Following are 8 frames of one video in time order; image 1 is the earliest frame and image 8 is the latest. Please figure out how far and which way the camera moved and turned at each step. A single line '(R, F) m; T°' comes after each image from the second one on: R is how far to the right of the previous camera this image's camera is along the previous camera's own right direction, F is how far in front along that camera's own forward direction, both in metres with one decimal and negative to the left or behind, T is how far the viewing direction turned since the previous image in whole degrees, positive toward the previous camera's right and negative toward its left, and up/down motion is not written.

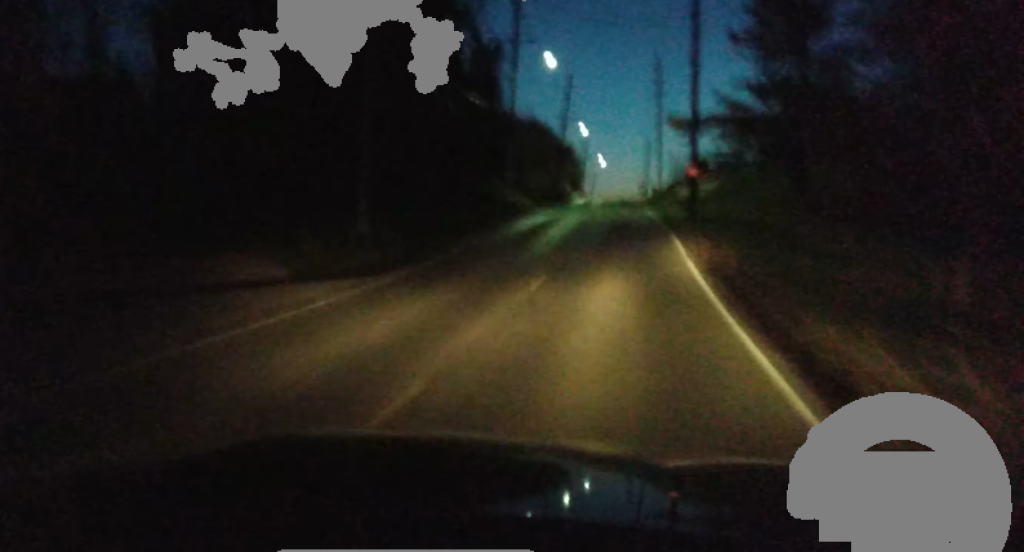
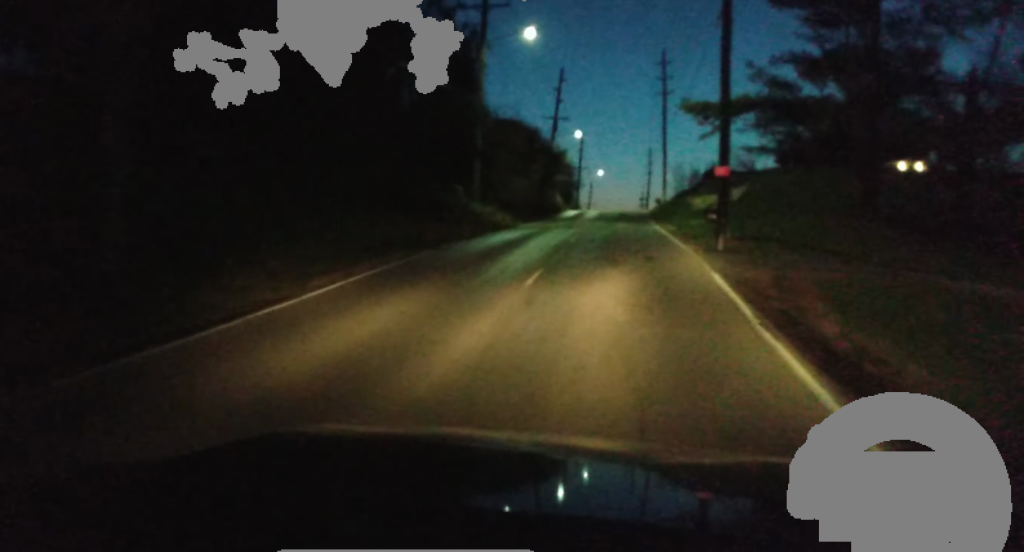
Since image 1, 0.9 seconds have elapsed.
(-0.1, +14.1) m; +1°
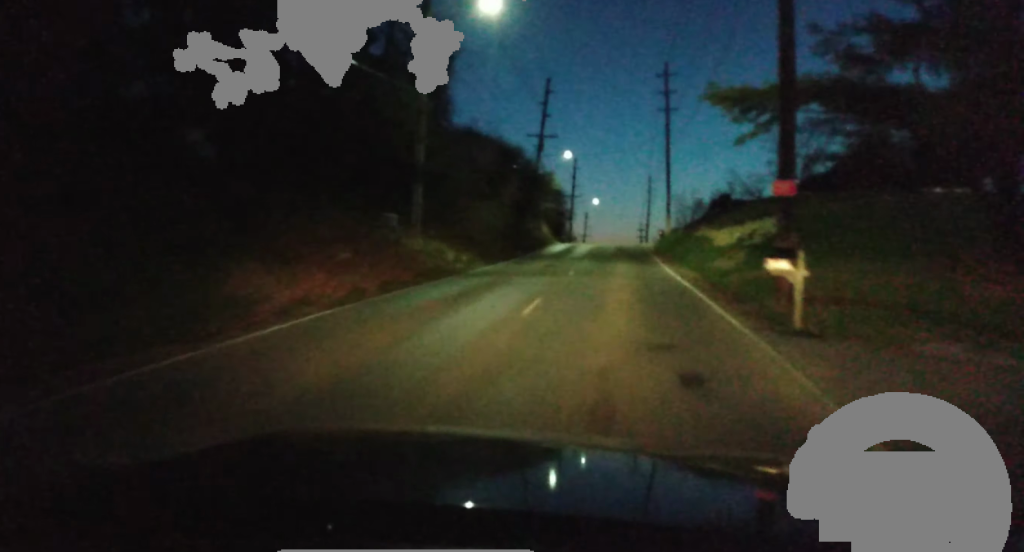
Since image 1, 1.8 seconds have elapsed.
(+0.3, +13.1) m; +1°
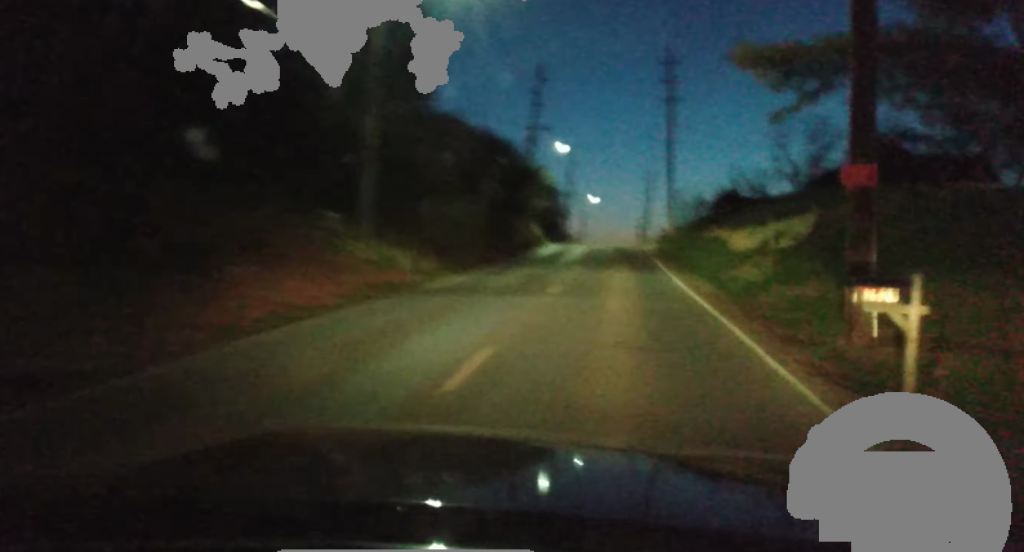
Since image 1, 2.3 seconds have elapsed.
(0.0, +7.1) m; 0°
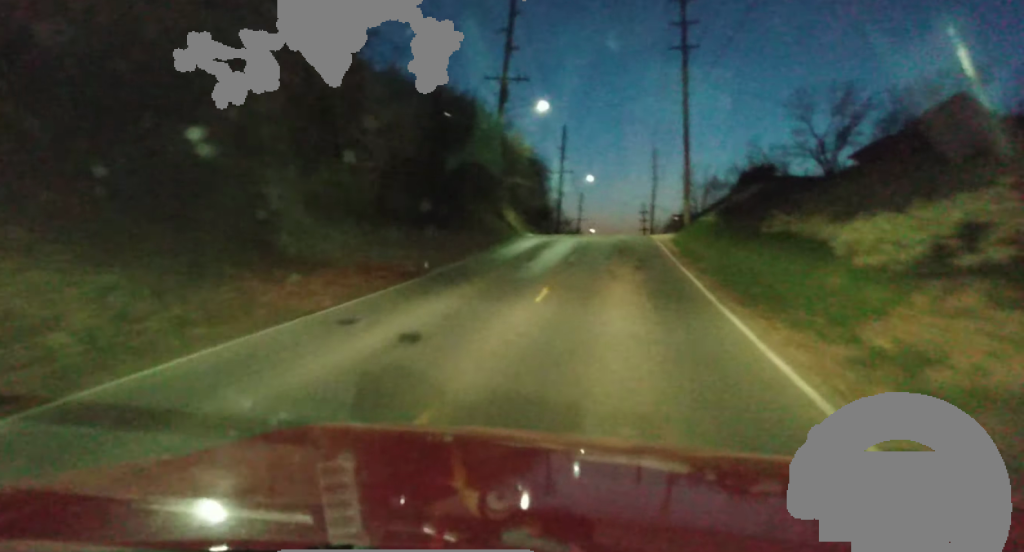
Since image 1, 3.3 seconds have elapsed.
(-0.2, +16.3) m; -1°
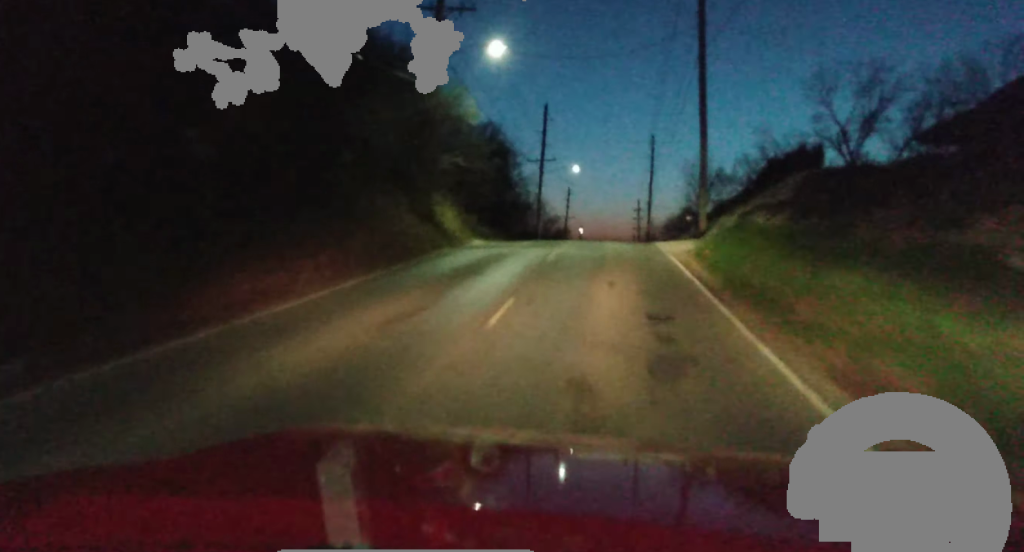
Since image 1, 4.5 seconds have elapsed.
(-0.3, +17.1) m; -1°
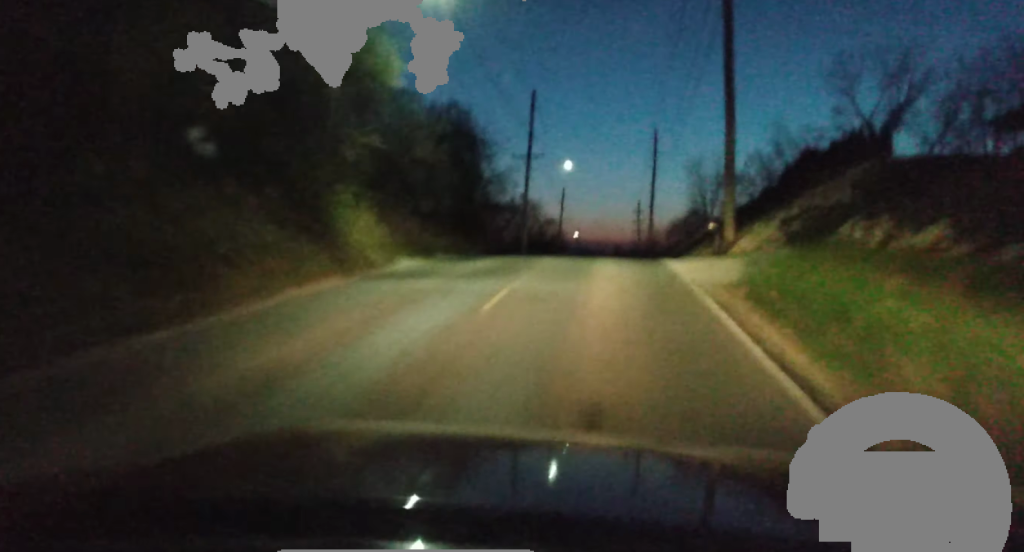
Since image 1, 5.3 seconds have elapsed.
(0.0, +11.6) m; +1°
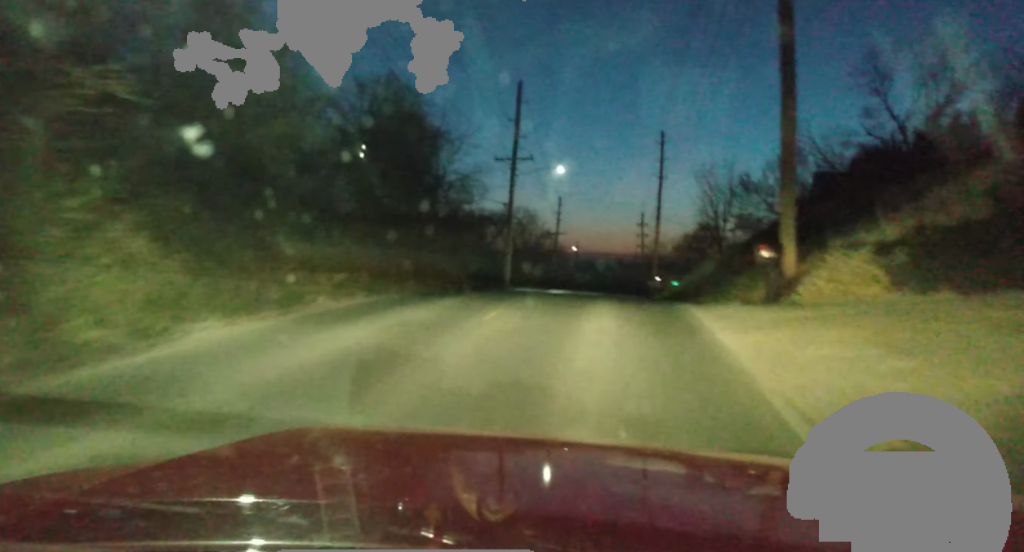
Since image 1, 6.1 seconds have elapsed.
(+0.1, +11.6) m; +1°
